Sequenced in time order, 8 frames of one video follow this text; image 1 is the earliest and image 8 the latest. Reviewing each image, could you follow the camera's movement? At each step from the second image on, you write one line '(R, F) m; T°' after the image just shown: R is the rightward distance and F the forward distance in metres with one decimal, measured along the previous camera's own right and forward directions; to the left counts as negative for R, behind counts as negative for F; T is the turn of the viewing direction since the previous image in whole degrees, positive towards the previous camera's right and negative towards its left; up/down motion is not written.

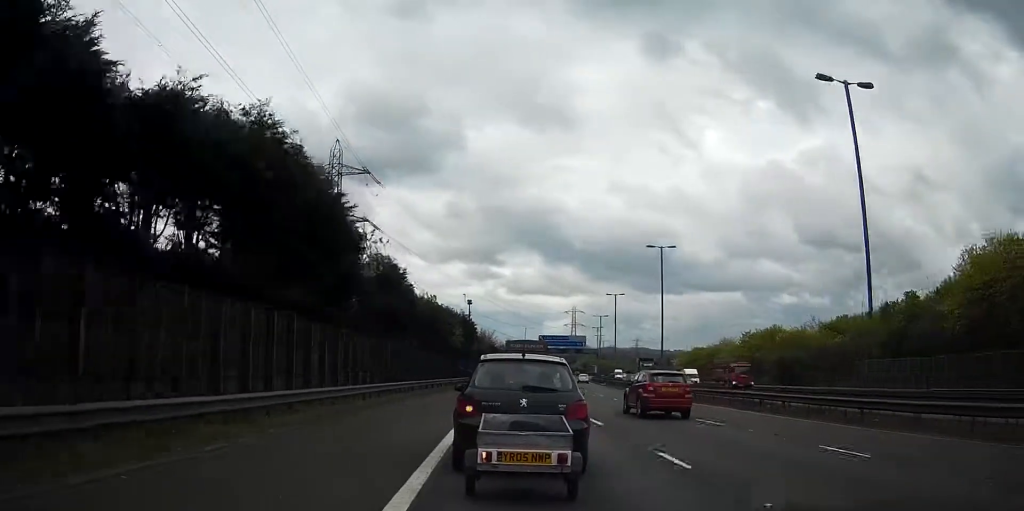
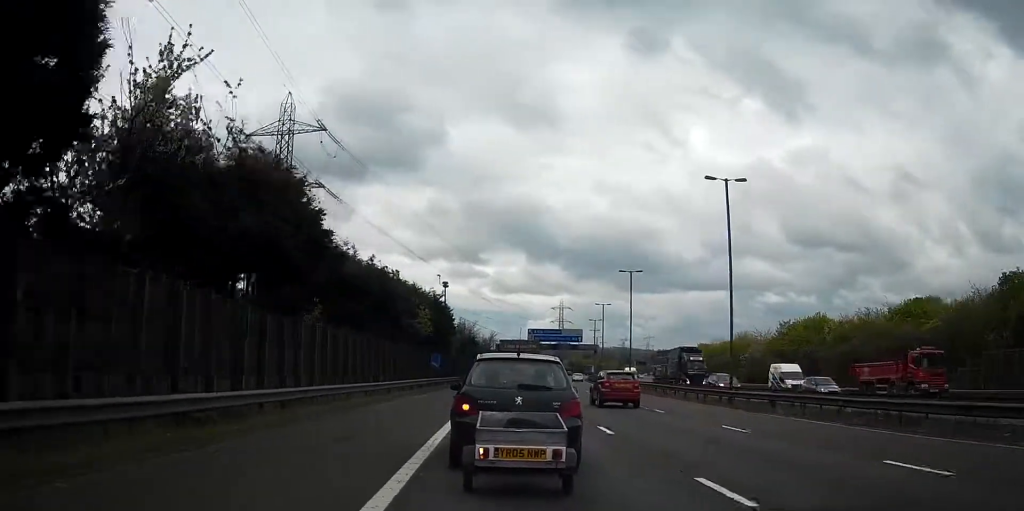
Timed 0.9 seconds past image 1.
(+0.3, +21.4) m; +2°
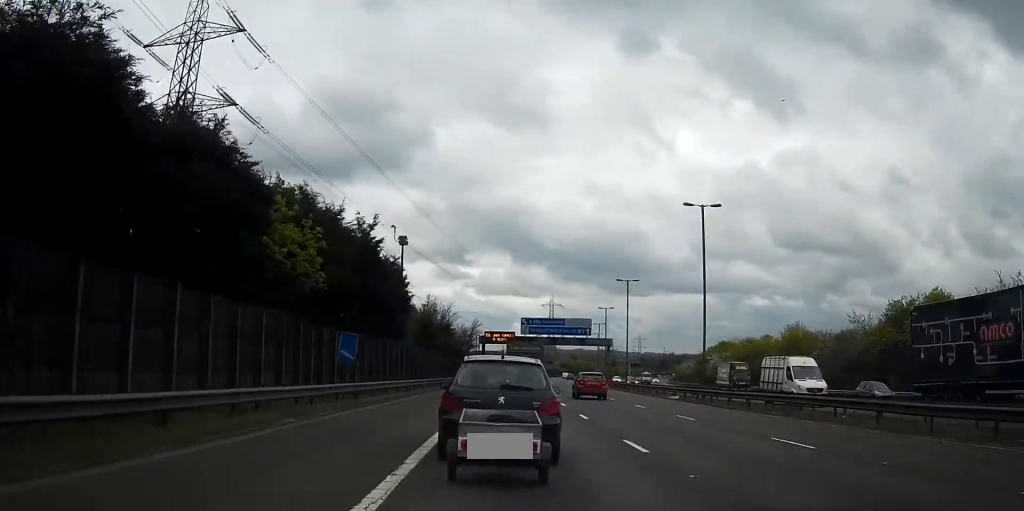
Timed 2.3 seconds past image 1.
(+0.6, +31.5) m; +2°
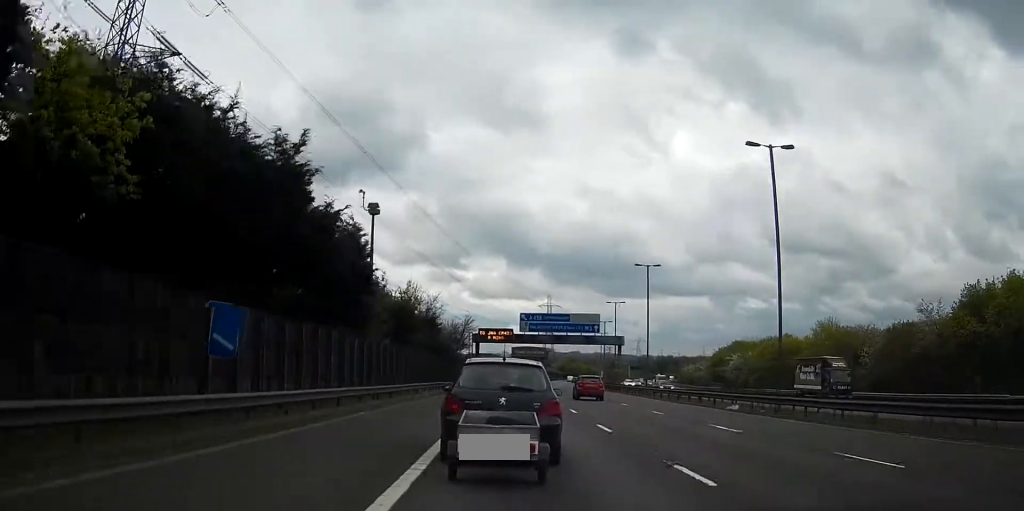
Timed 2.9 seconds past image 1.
(+0.1, +13.2) m; 0°
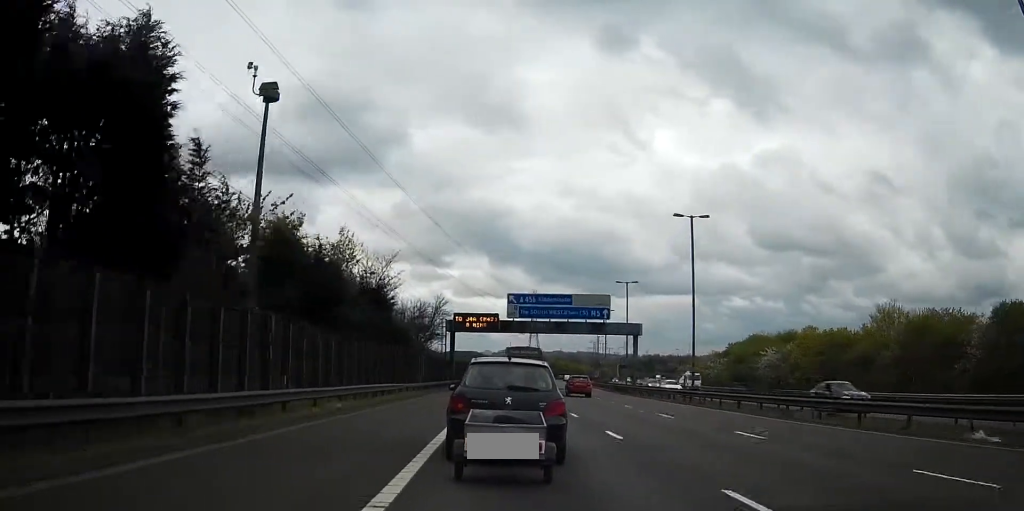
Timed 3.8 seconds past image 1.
(+0.1, +21.2) m; +1°
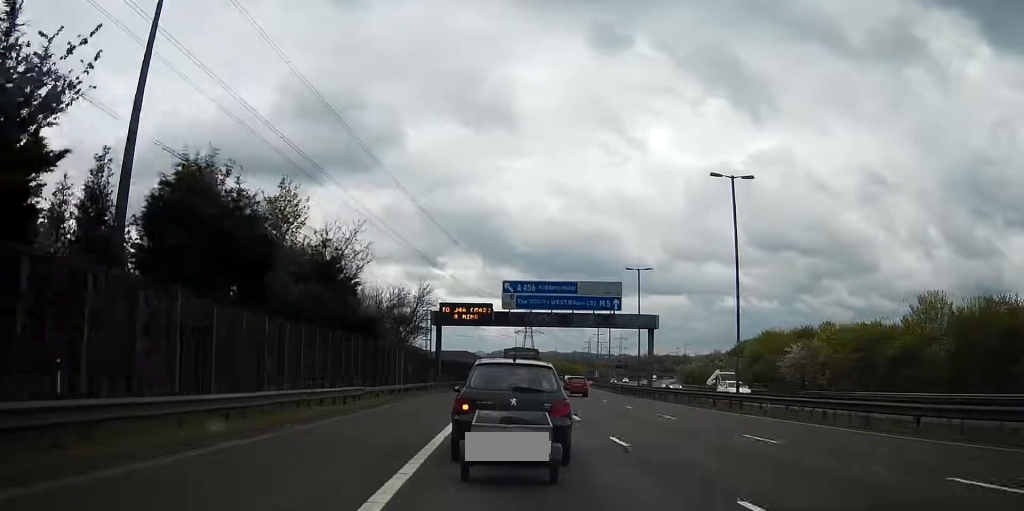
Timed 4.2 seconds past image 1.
(0.0, +10.2) m; 0°
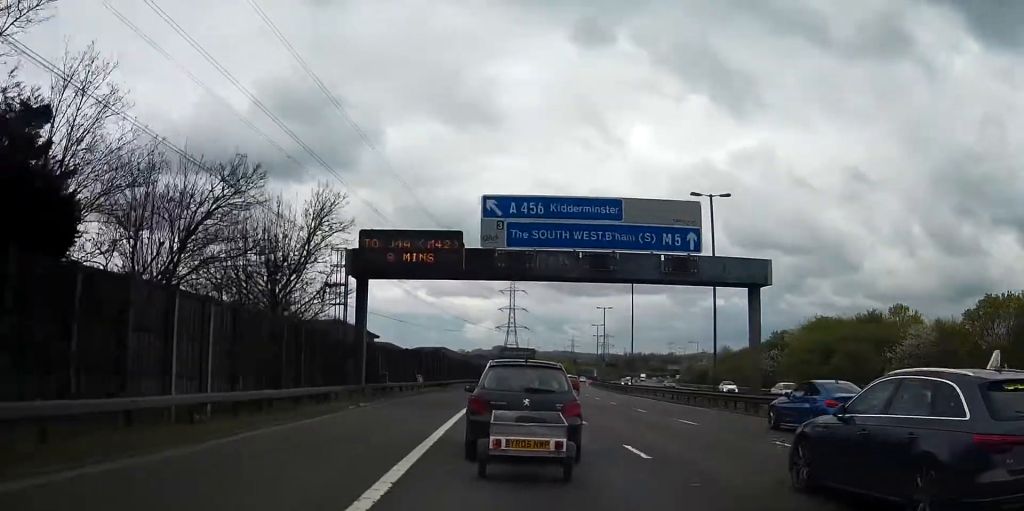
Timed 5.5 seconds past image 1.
(+0.5, +30.1) m; +1°
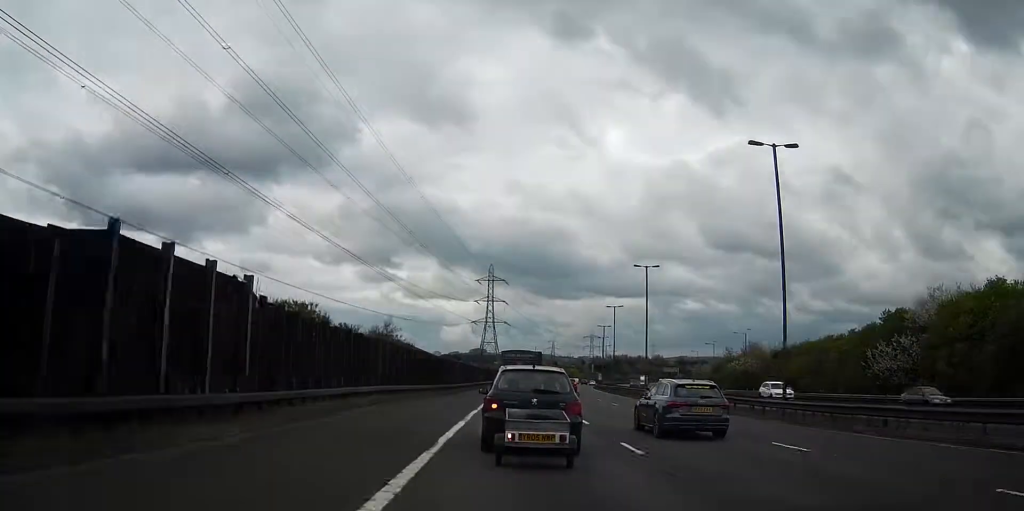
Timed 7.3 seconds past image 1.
(+0.7, +45.3) m; +2°
